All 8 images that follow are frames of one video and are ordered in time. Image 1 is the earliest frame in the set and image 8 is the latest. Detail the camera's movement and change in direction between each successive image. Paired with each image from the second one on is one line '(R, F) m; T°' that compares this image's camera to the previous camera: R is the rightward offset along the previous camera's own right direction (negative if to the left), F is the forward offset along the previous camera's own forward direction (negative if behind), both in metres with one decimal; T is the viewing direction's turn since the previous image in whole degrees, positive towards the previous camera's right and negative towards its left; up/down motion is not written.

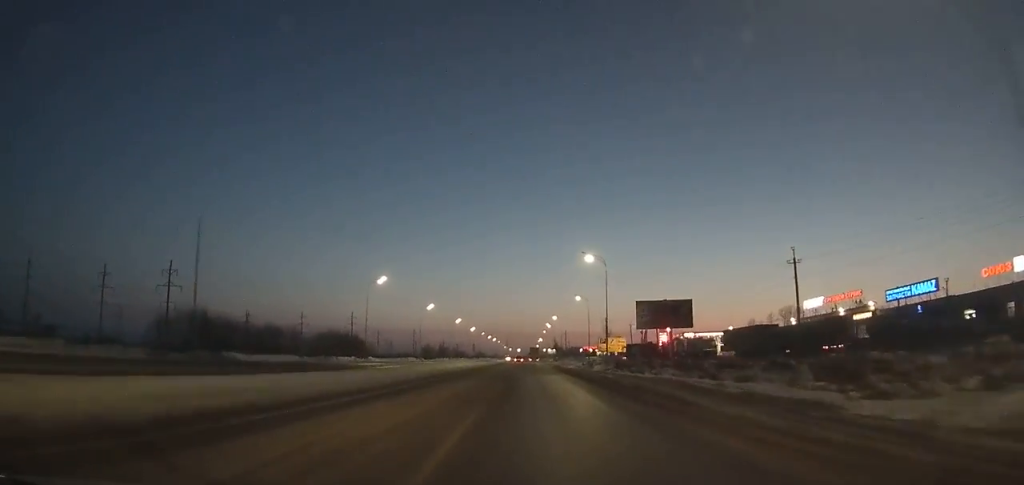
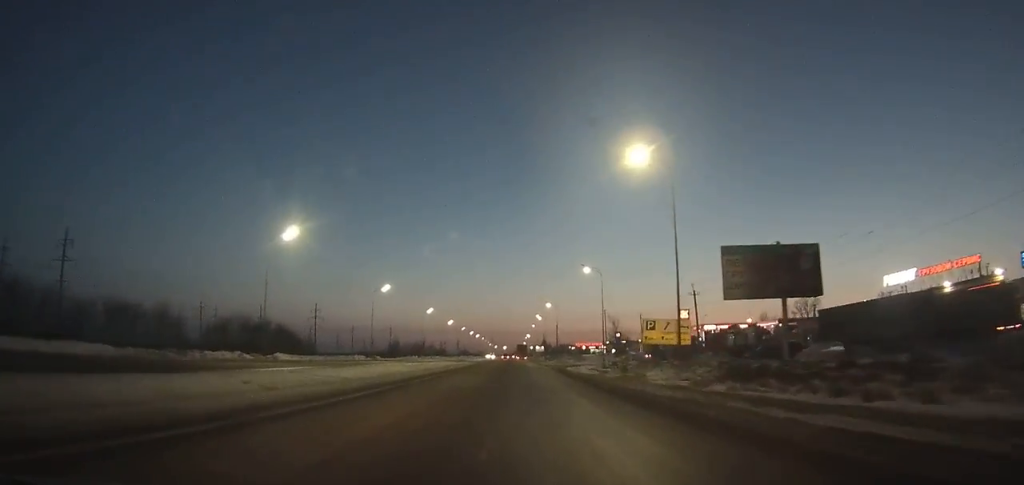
(+0.5, +31.3) m; +1°
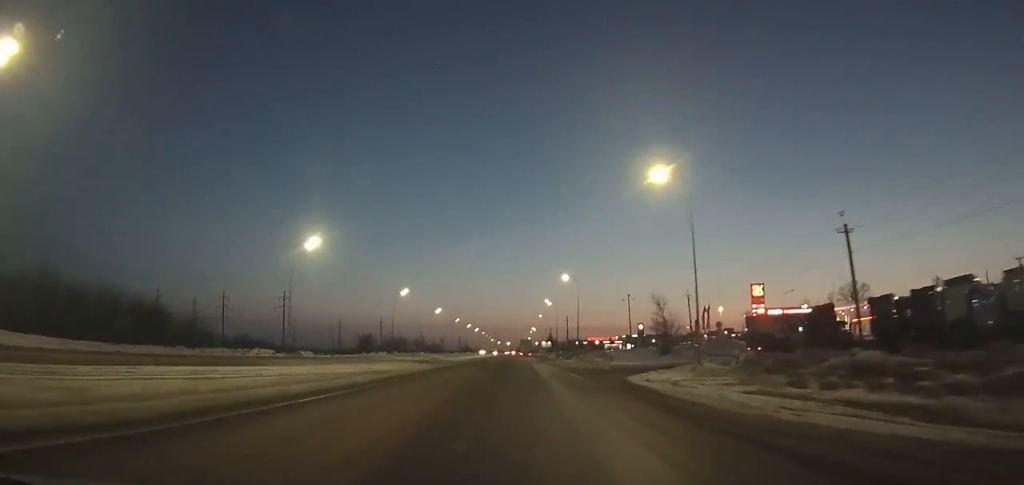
(0.0, +35.5) m; 0°
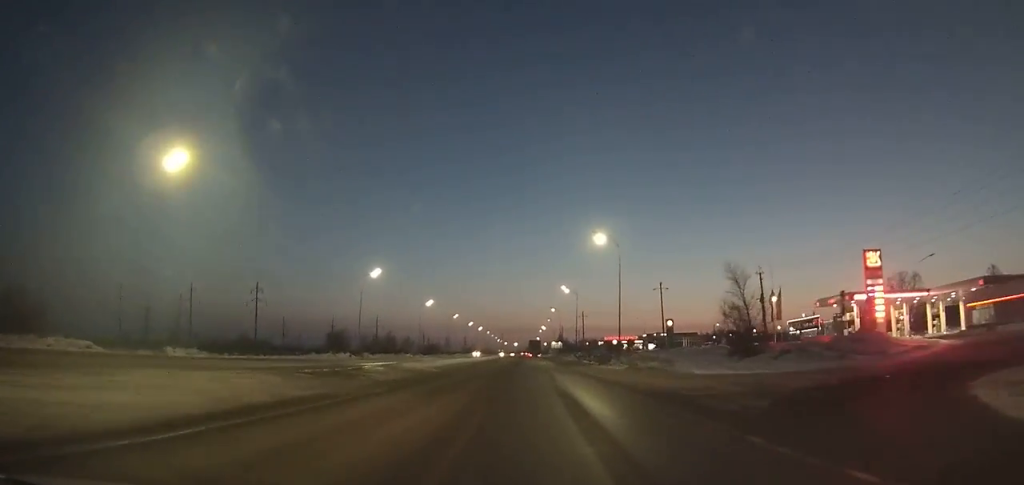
(-0.1, +29.2) m; 0°
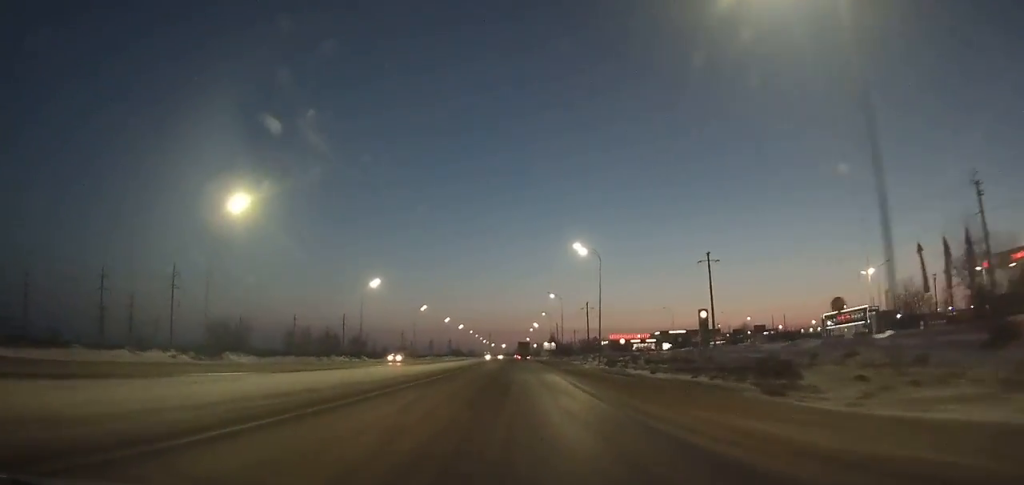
(-0.1, +42.7) m; 0°
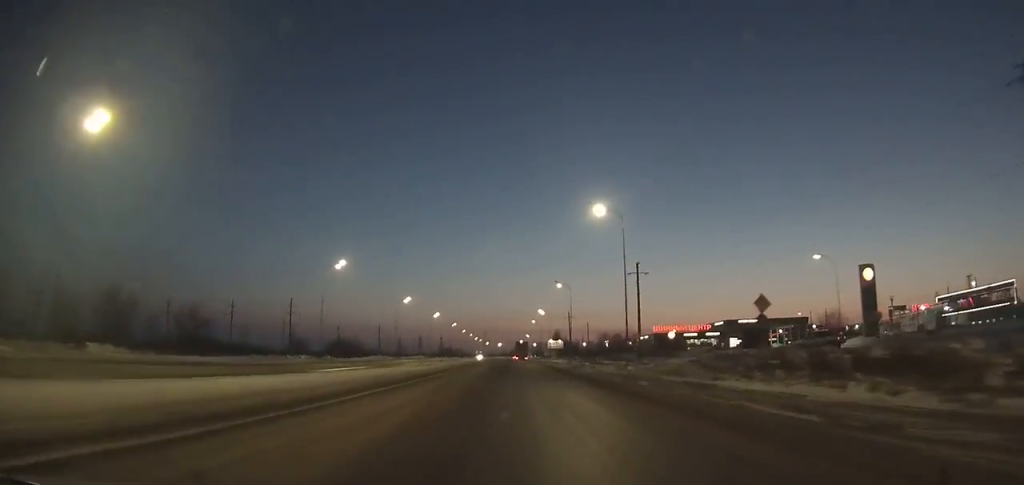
(0.0, +64.1) m; +1°
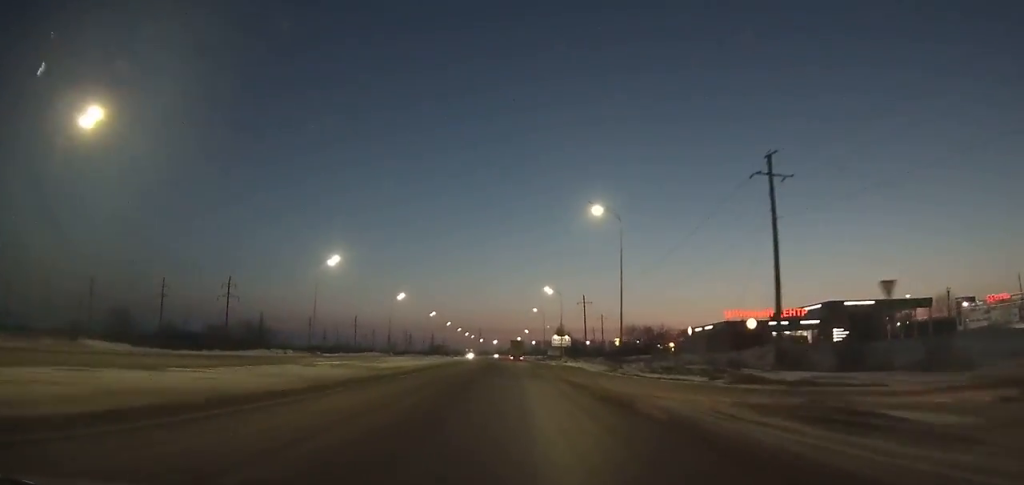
(+0.4, +46.2) m; 0°
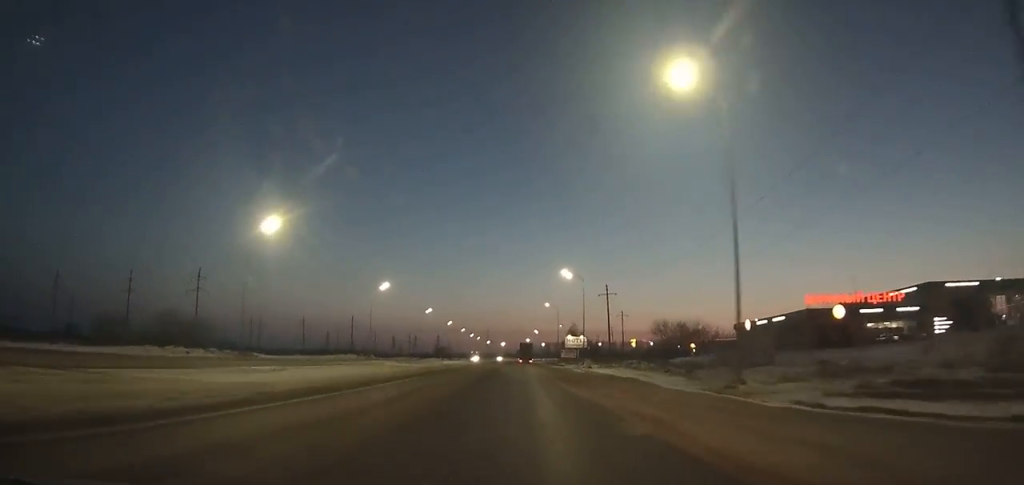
(-0.2, +21.2) m; 0°
